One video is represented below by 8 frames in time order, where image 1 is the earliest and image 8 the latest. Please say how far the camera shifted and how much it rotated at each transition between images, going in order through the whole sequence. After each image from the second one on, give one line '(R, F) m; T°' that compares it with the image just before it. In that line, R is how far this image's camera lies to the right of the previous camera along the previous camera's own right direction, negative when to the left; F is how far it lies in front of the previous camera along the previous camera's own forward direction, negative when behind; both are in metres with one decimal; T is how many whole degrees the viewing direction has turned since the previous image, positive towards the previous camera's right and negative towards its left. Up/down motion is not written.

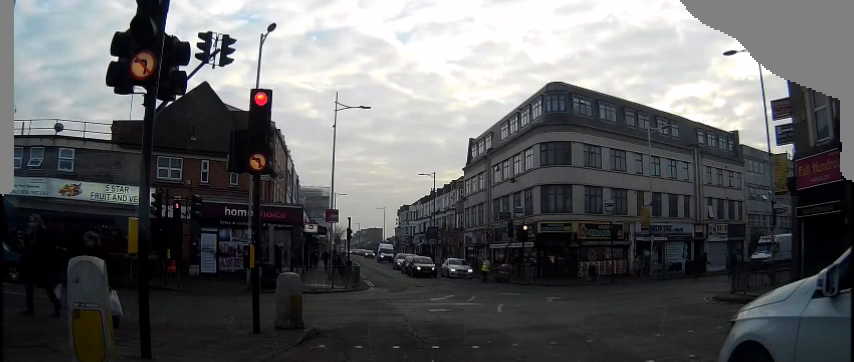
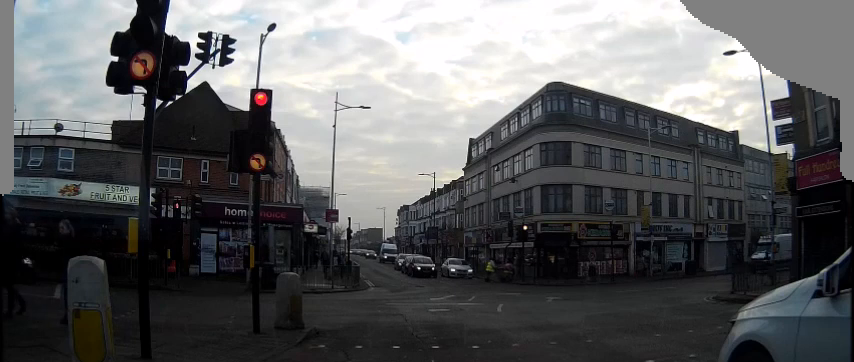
(0.0, 0.0) m; 0°
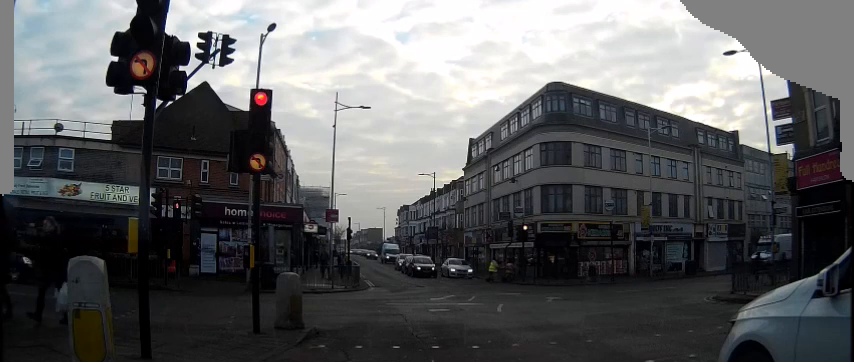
(0.0, 0.0) m; 0°
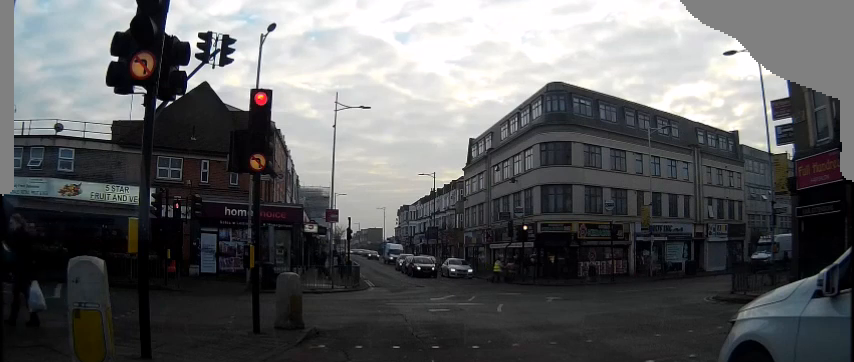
(0.0, 0.0) m; 0°
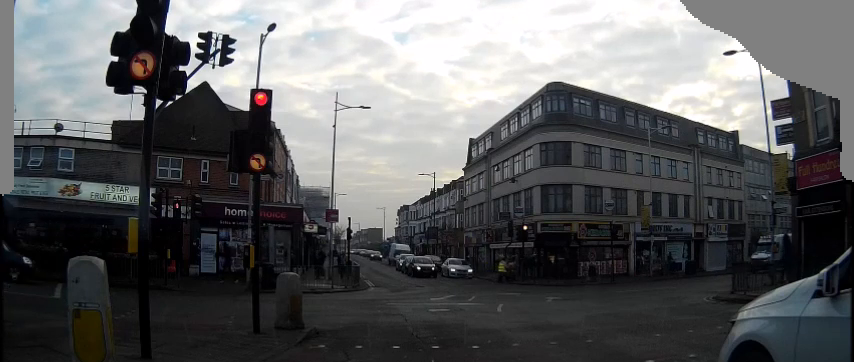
(0.0, 0.0) m; 0°
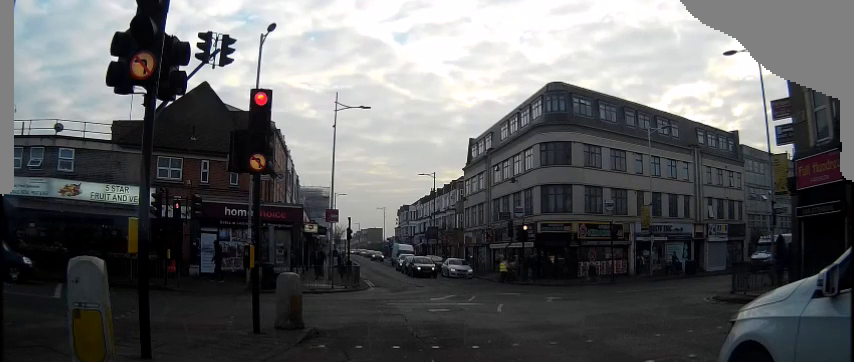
(0.0, 0.0) m; 0°
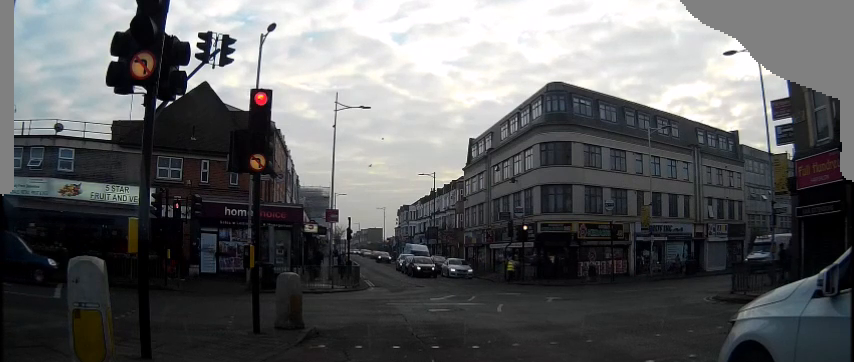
(0.0, 0.0) m; 0°
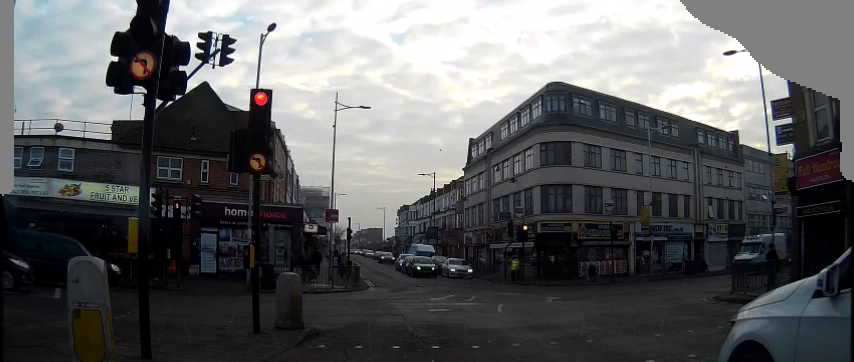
(0.0, 0.0) m; 0°
